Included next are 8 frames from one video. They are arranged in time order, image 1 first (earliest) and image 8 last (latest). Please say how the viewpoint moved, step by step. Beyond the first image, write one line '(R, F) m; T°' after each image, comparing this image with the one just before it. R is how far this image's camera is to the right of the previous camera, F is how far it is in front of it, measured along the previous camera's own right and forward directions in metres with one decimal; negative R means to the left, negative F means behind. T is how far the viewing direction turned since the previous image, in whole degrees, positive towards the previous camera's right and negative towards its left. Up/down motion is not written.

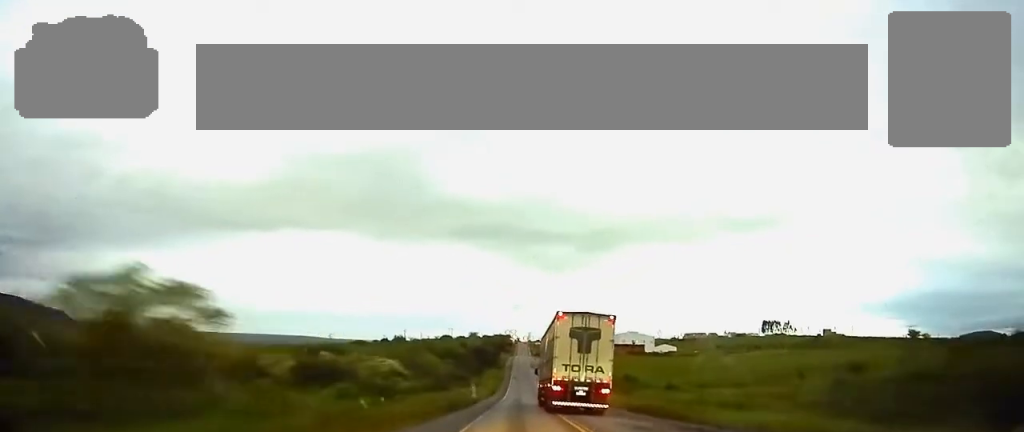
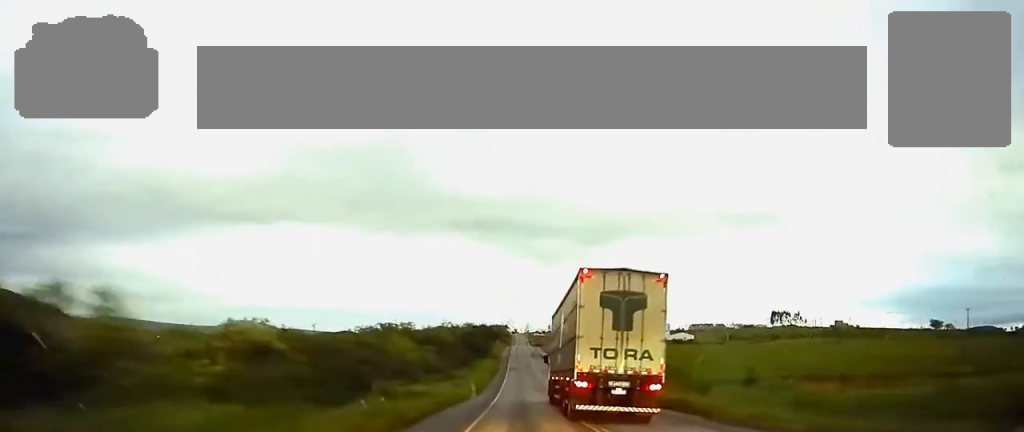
(+0.2, +32.5) m; 0°
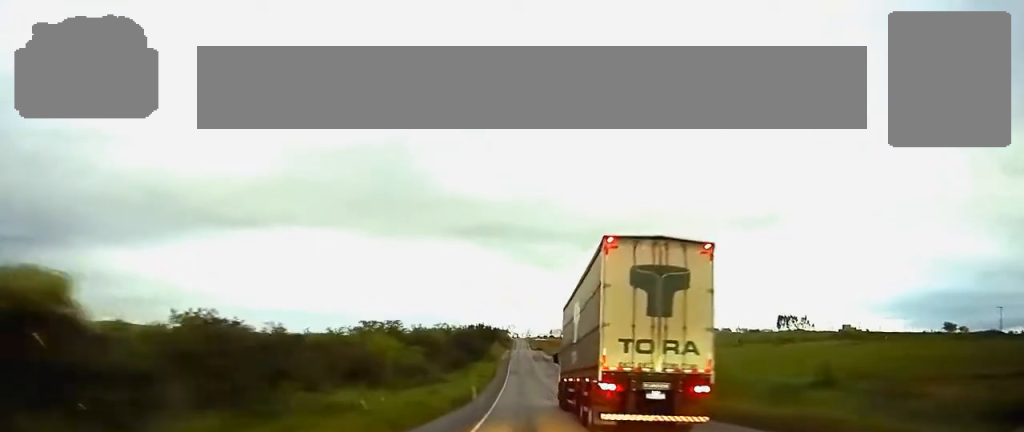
(-0.1, +15.4) m; 0°
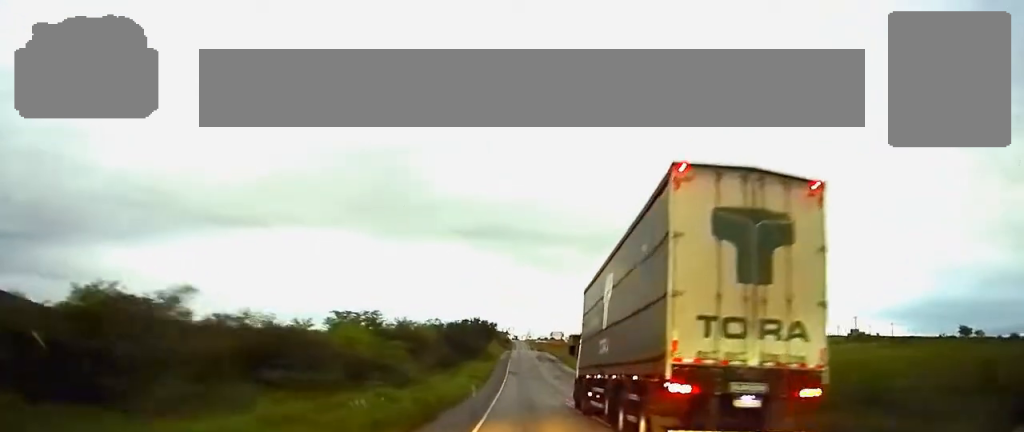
(0.0, +18.4) m; 0°
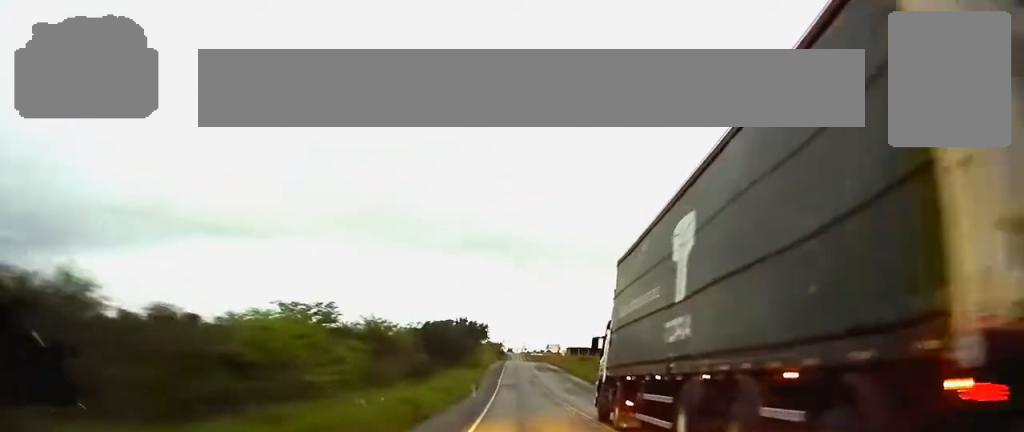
(+0.1, +22.5) m; 0°
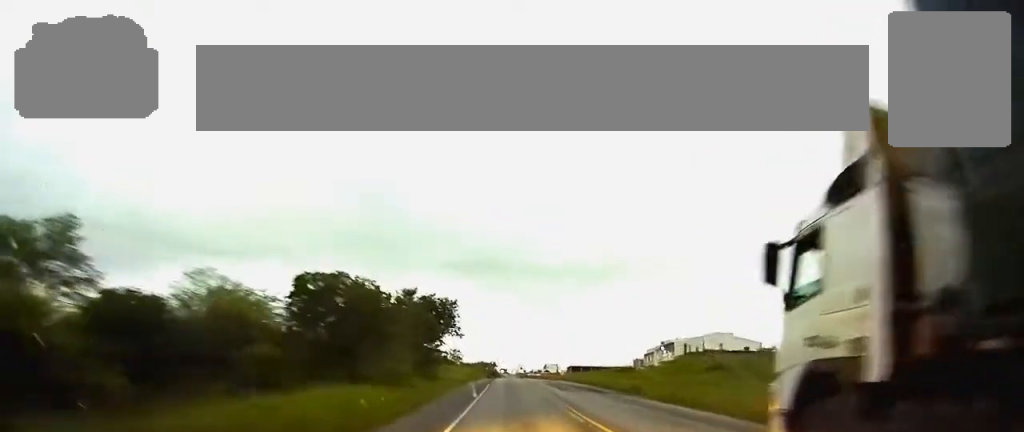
(+0.1, +48.5) m; 0°
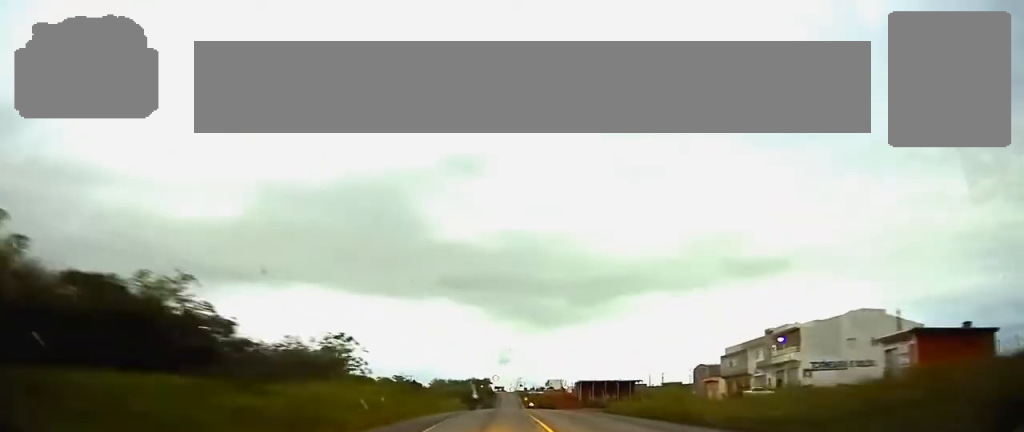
(+0.2, +68.6) m; 0°
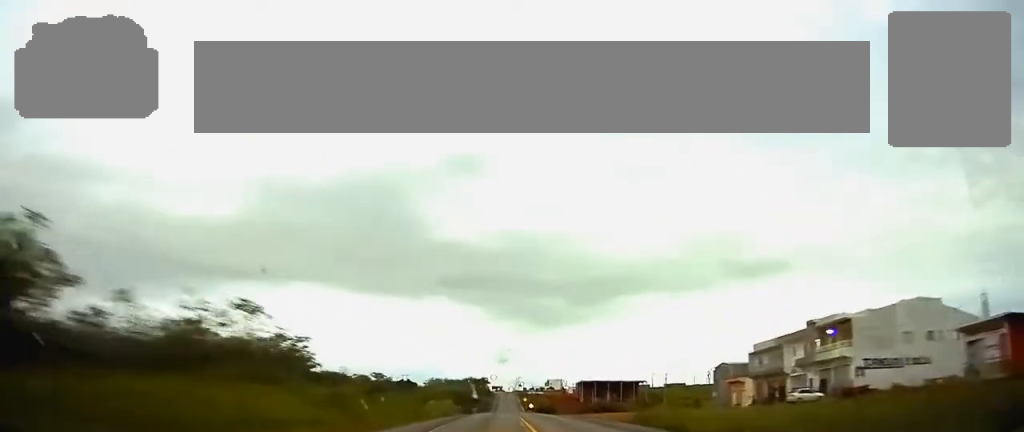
(0.0, +14.0) m; 0°
